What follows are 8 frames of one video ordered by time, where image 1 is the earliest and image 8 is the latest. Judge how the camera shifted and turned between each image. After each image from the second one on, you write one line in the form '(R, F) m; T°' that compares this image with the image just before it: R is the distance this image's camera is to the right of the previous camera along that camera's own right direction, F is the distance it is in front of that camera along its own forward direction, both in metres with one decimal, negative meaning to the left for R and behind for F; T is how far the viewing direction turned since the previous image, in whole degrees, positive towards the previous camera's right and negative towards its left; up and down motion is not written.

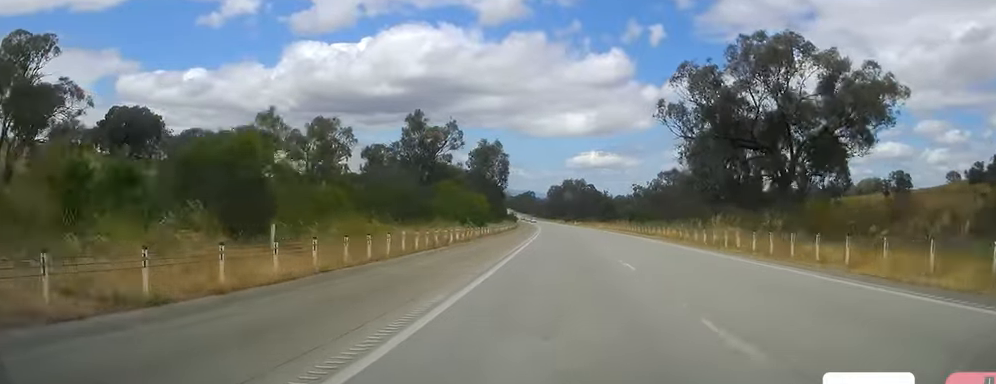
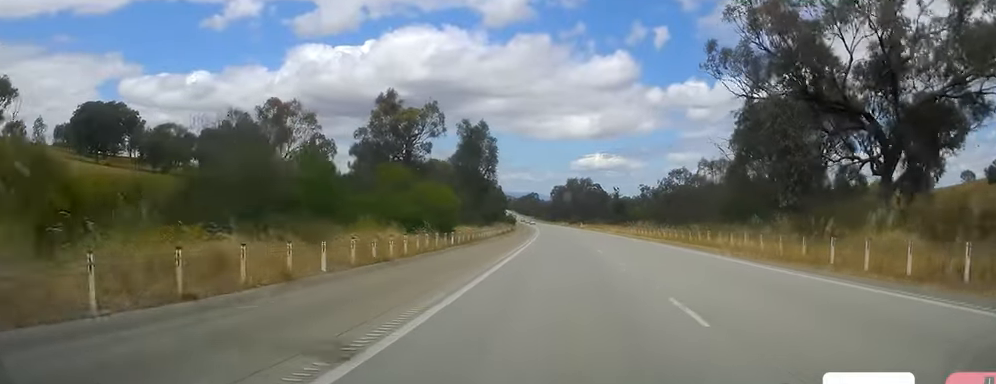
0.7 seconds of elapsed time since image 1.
(0.0, +21.0) m; 0°
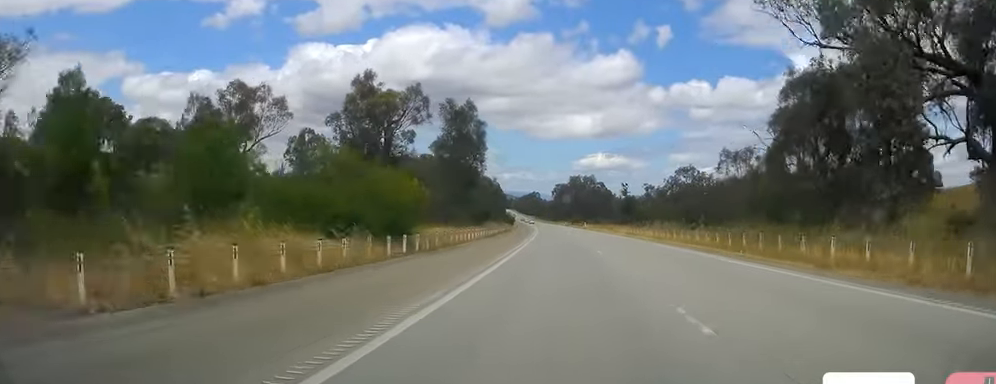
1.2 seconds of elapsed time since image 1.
(-0.1, +12.4) m; 0°
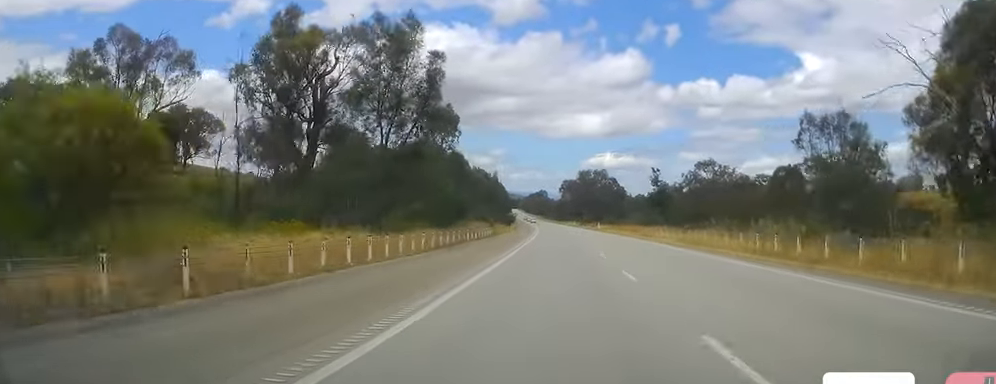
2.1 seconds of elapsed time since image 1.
(-0.1, +26.8) m; 0°
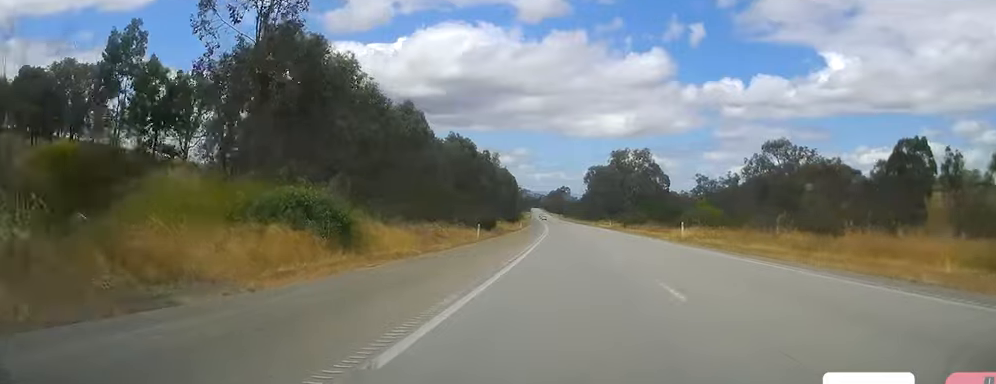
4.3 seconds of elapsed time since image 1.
(-0.3, +64.1) m; -2°
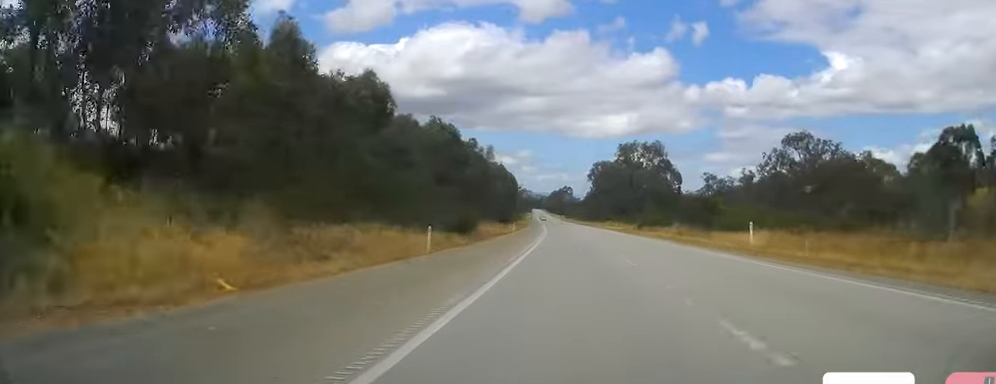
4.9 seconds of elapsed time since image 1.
(-0.2, +17.2) m; -1°
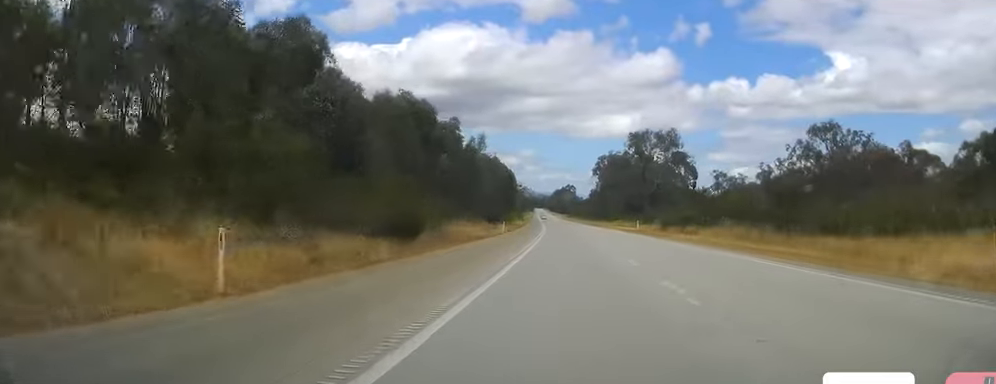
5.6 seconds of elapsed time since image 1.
(-0.2, +18.2) m; 0°
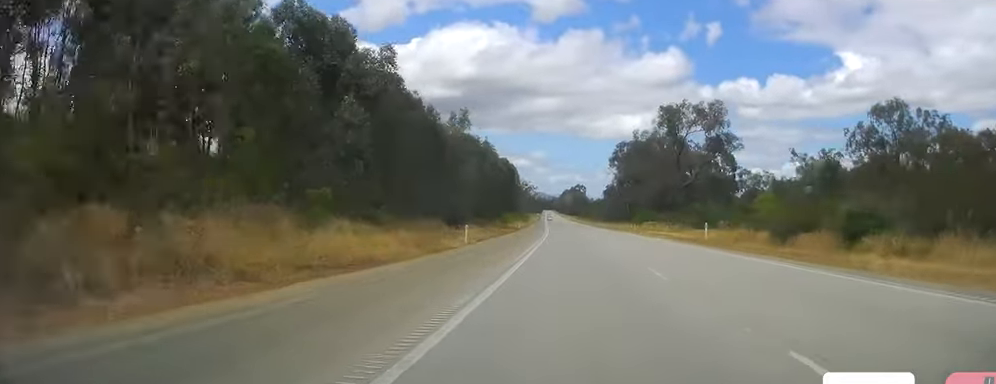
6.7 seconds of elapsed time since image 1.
(+0.4, +31.6) m; 0°
